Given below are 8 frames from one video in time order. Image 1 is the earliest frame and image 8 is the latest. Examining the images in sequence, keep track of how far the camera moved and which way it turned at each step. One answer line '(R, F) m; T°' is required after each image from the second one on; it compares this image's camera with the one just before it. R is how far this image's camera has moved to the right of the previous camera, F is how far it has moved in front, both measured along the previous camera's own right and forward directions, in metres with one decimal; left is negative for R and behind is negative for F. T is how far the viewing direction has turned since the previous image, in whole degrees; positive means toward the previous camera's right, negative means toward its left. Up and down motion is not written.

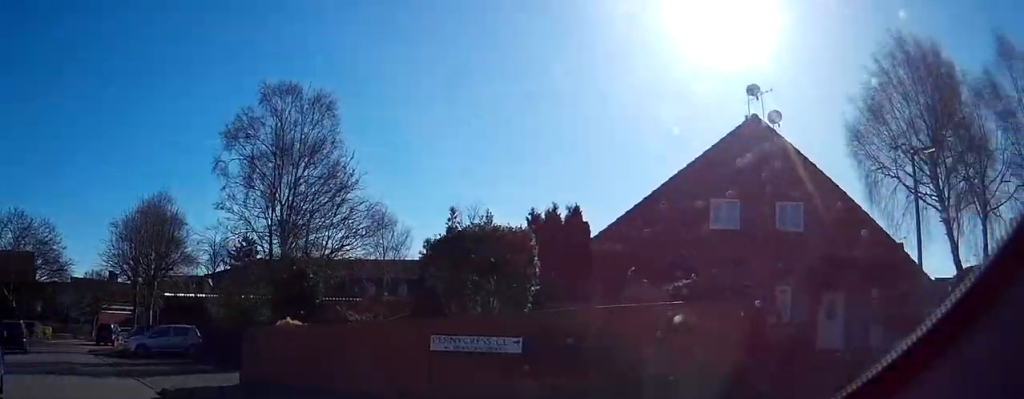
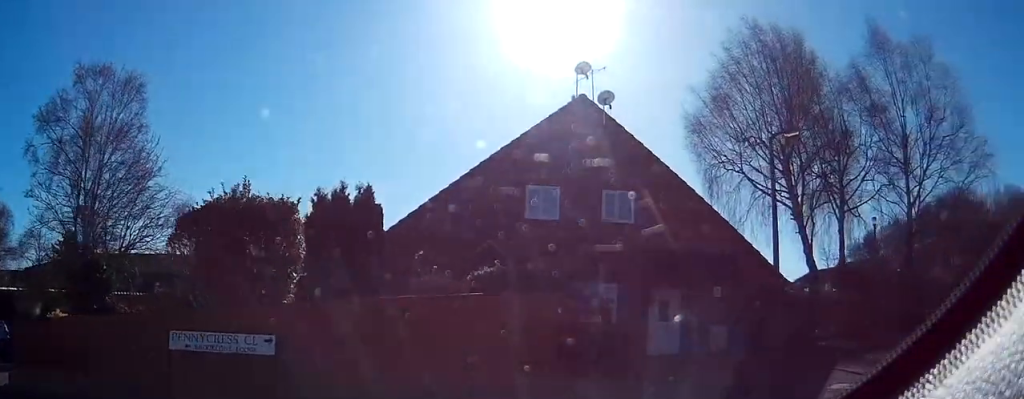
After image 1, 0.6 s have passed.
(0.0, +2.2) m; 0°
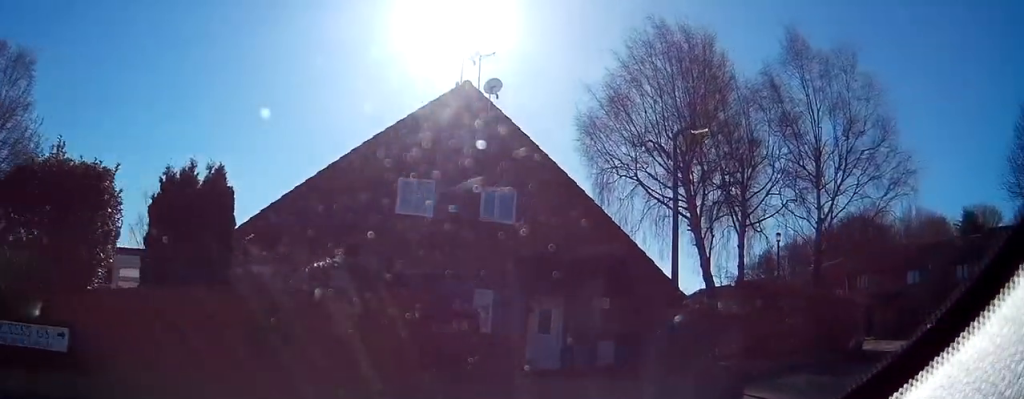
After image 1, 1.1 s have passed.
(0.0, +1.7) m; 0°
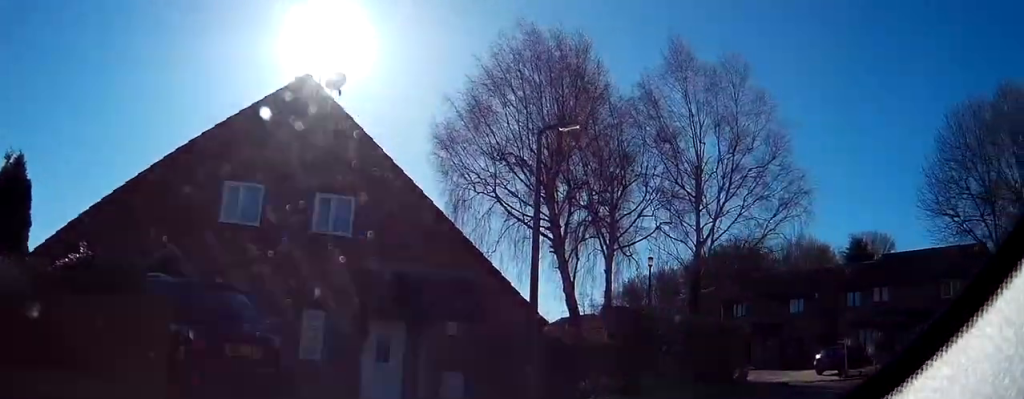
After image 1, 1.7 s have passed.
(0.0, +2.3) m; +2°
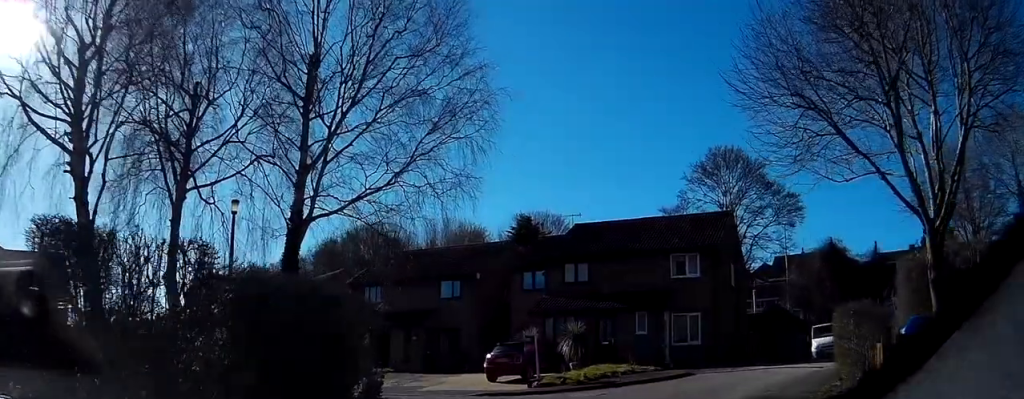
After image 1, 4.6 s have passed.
(+5.9, +7.2) m; +67°
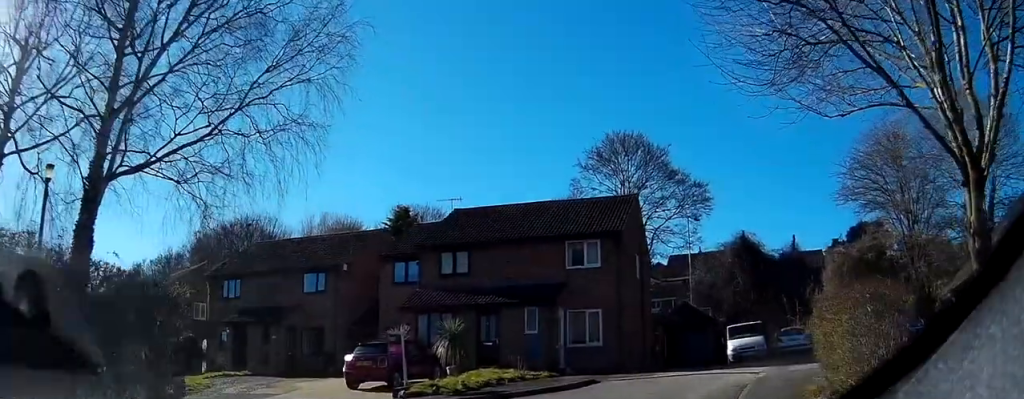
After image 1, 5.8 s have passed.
(+0.3, +4.9) m; +6°
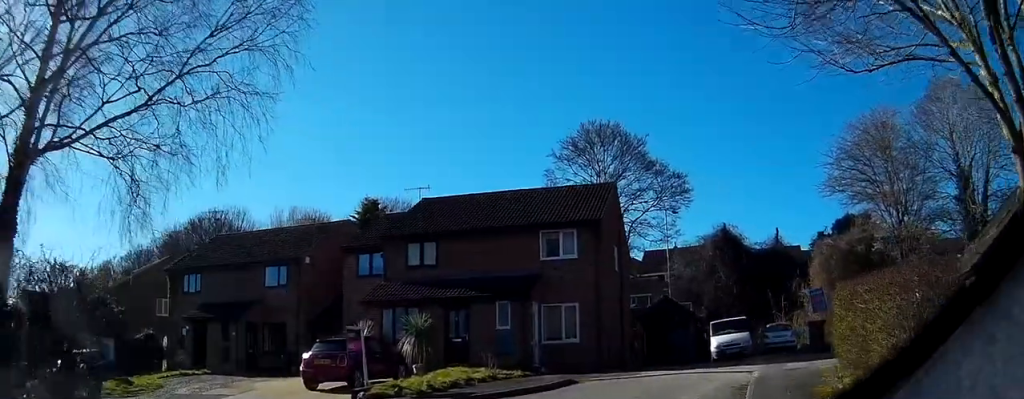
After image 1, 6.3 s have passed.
(0.0, +1.9) m; +2°
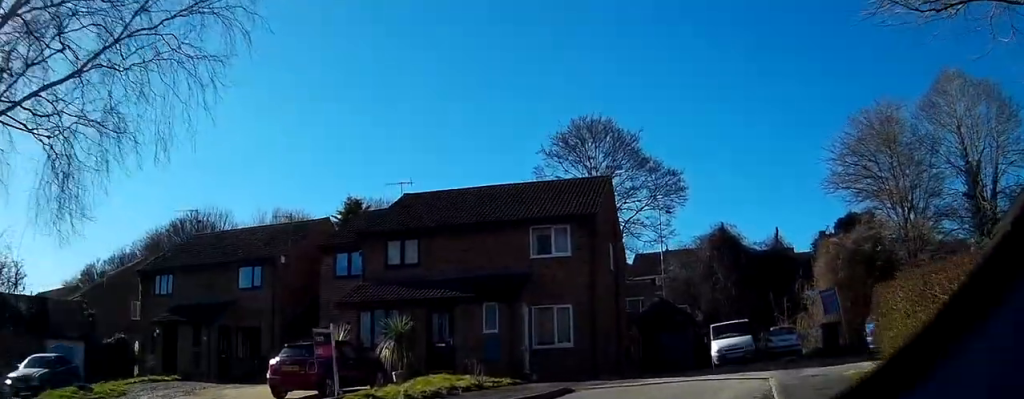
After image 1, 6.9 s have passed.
(0.0, +2.2) m; +1°
